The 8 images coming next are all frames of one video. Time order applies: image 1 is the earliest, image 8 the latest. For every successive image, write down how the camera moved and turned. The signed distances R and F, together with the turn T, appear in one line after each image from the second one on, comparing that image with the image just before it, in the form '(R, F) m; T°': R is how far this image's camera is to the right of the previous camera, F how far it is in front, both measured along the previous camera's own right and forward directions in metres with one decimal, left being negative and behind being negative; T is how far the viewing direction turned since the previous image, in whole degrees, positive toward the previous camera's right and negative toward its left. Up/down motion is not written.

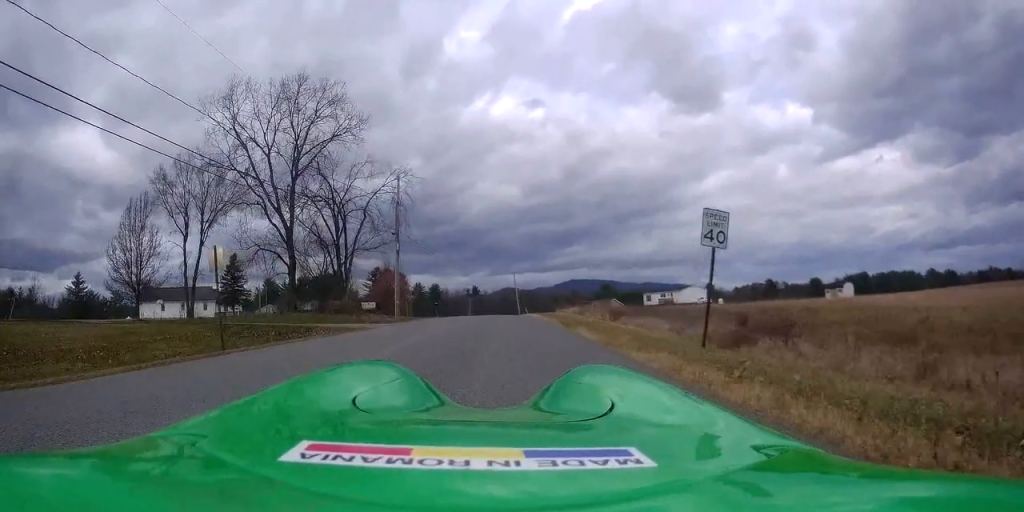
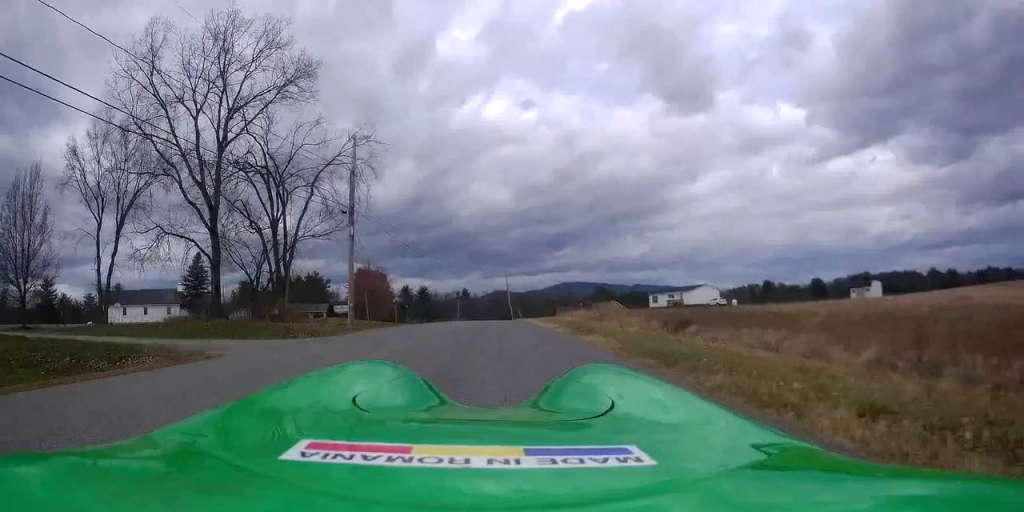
(0.0, +12.0) m; 0°
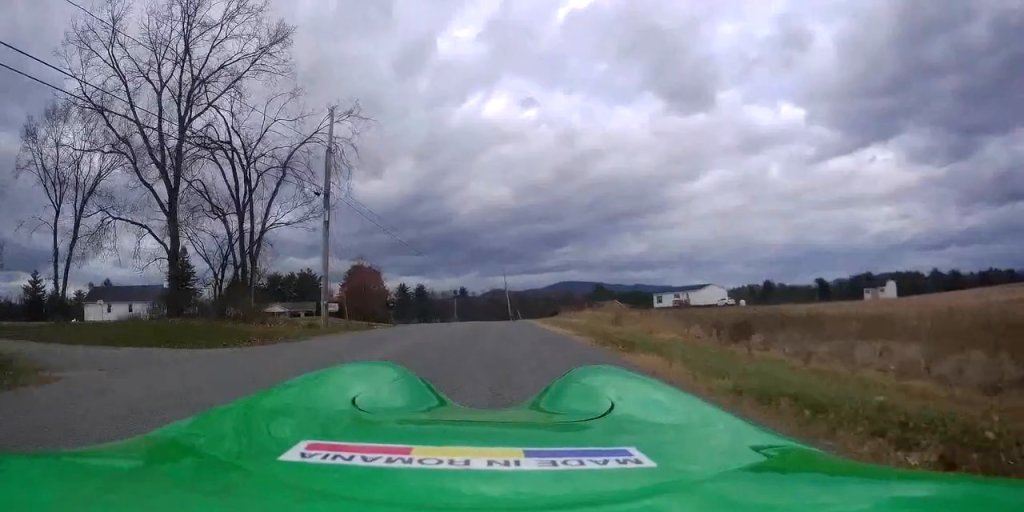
(0.0, +4.8) m; +1°
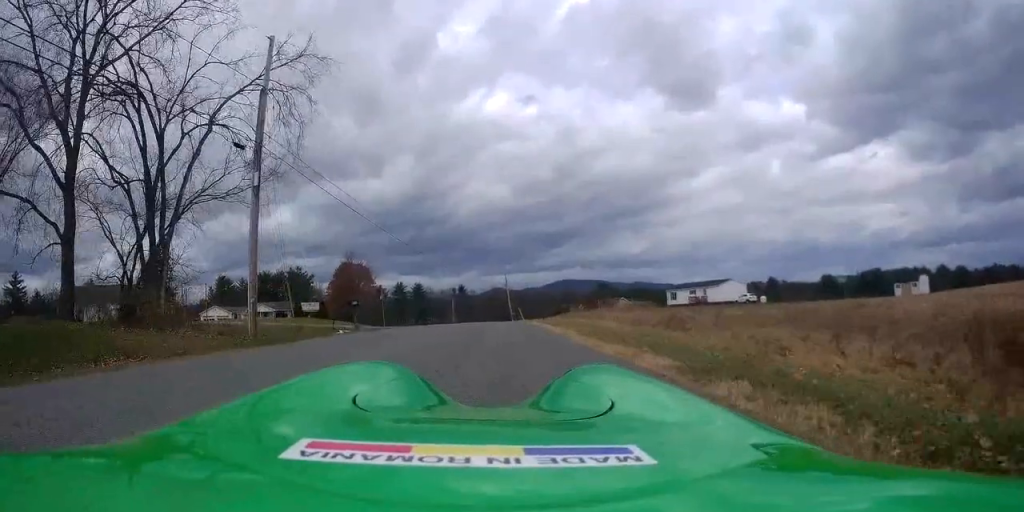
(+0.1, +9.1) m; +2°
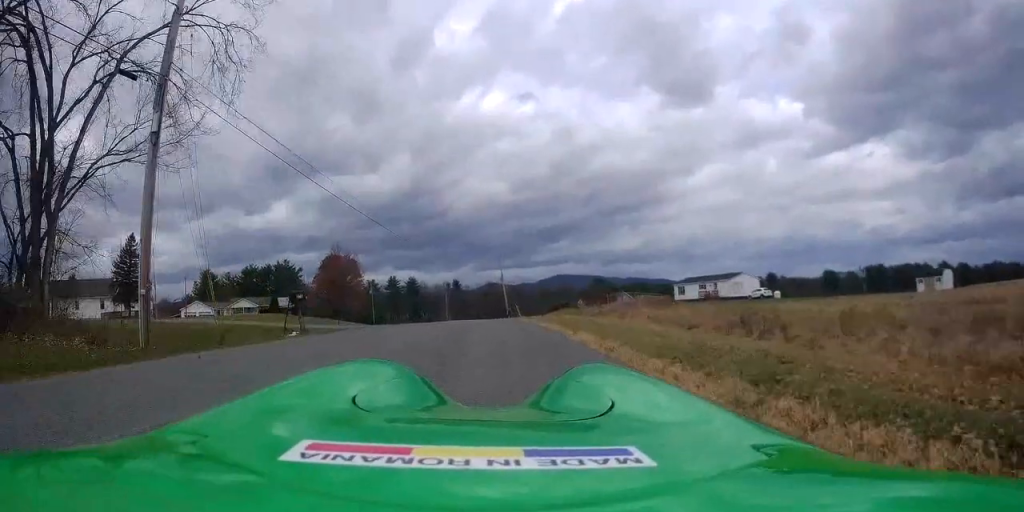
(+0.2, +6.9) m; +1°
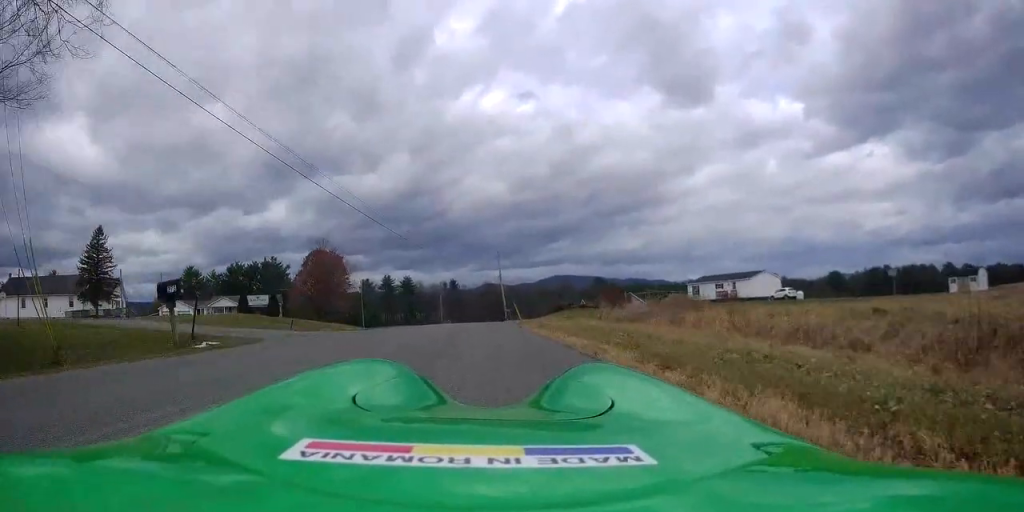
(0.0, +8.1) m; 0°
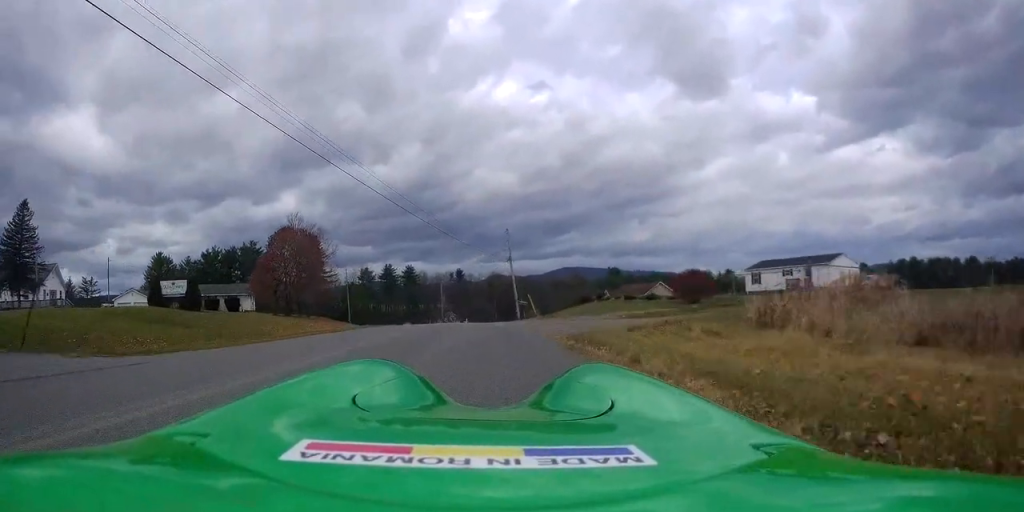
(-0.4, +18.7) m; -2°
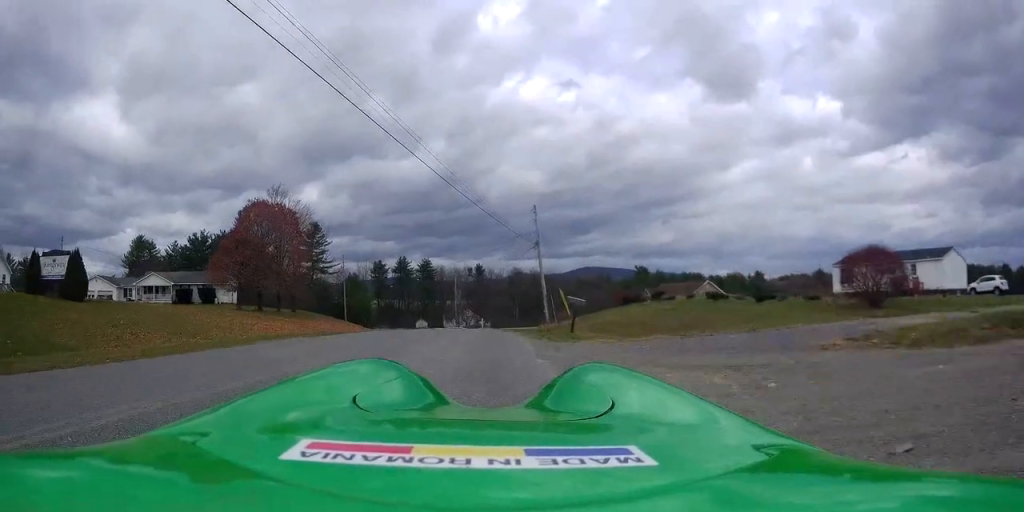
(+0.1, +16.1) m; -1°
